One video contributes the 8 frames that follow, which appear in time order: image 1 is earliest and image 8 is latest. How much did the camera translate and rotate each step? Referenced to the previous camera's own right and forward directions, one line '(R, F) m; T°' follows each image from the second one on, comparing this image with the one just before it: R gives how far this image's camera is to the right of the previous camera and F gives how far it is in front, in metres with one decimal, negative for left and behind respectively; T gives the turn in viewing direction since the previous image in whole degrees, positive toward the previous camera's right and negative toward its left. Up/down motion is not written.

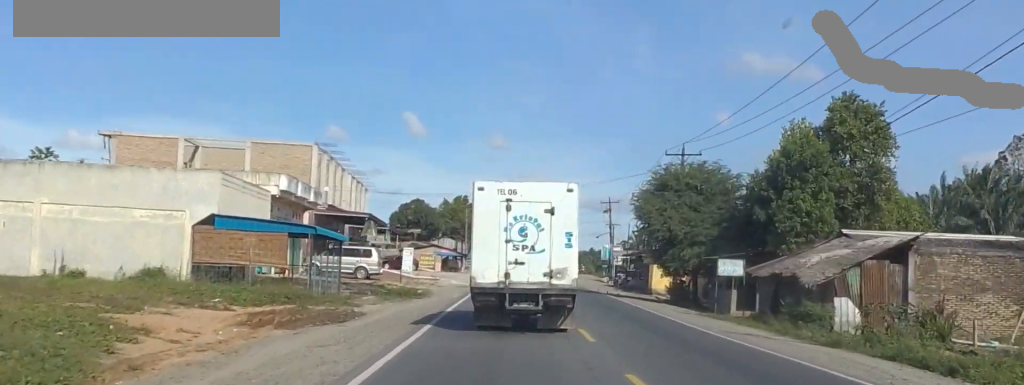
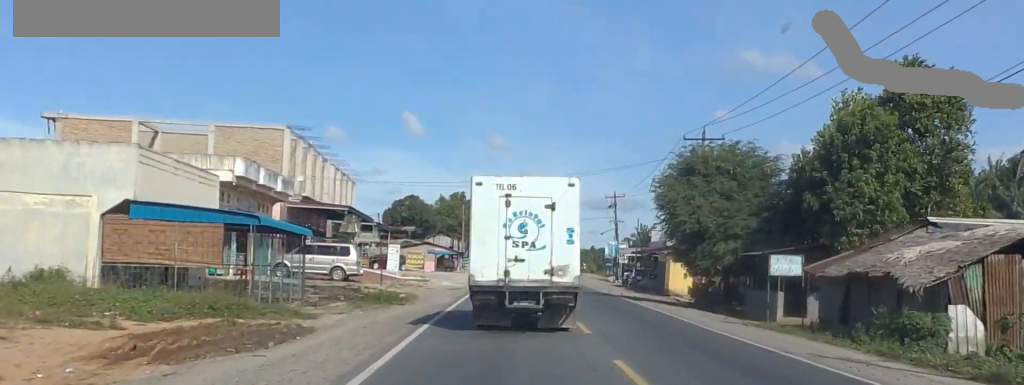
(0.0, +6.3) m; 0°
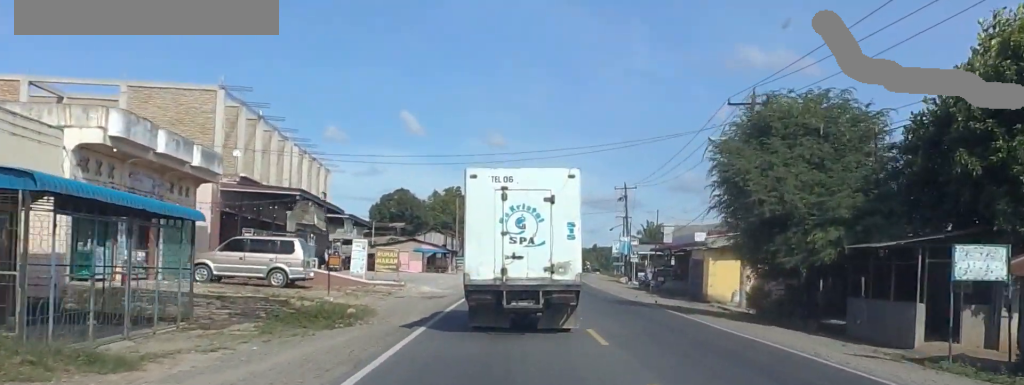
(0.0, +10.4) m; 0°
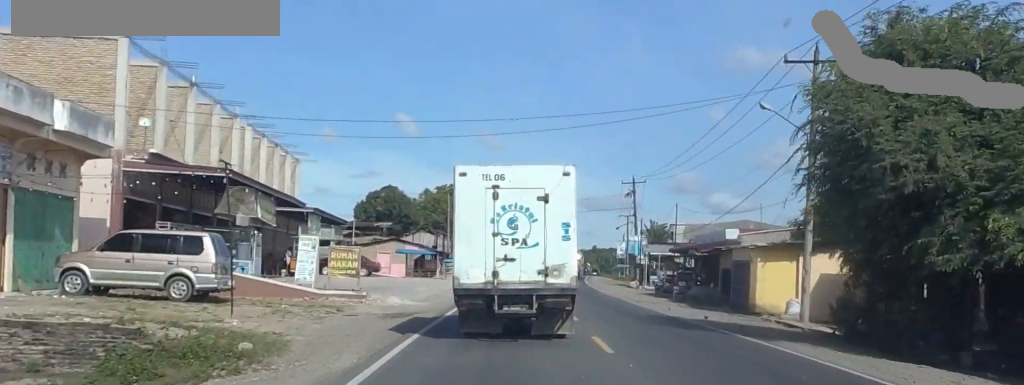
(0.0, +8.8) m; 0°
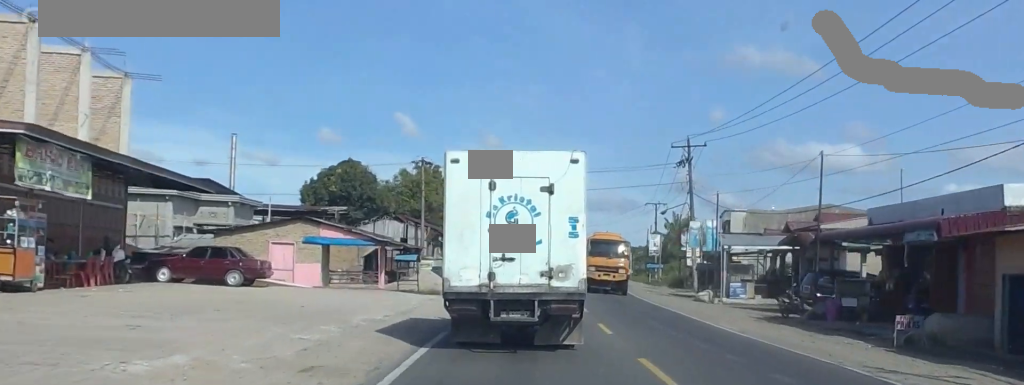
(0.0, +27.7) m; 0°
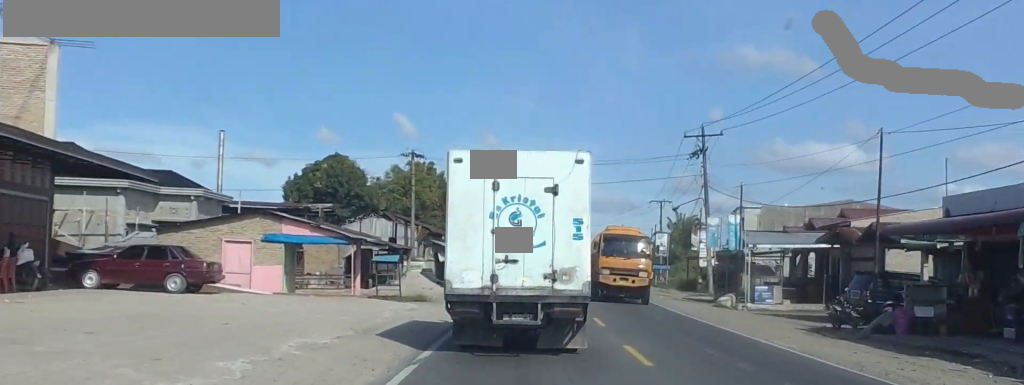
(0.0, +5.6) m; 0°
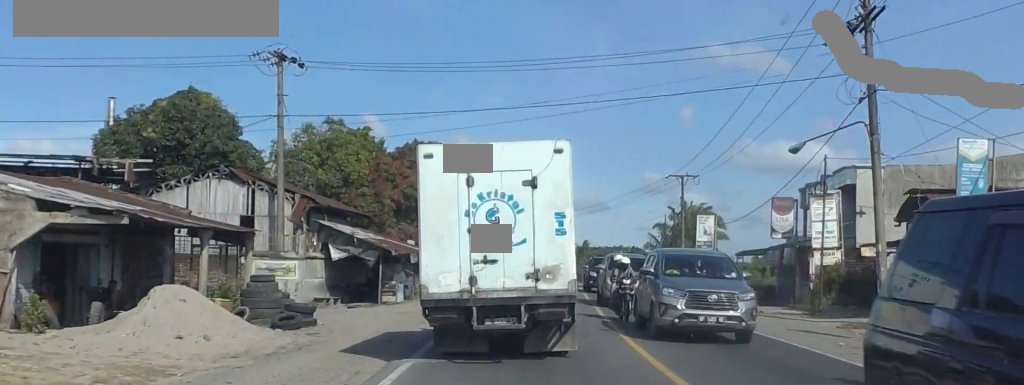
(+0.5, +30.8) m; +1°
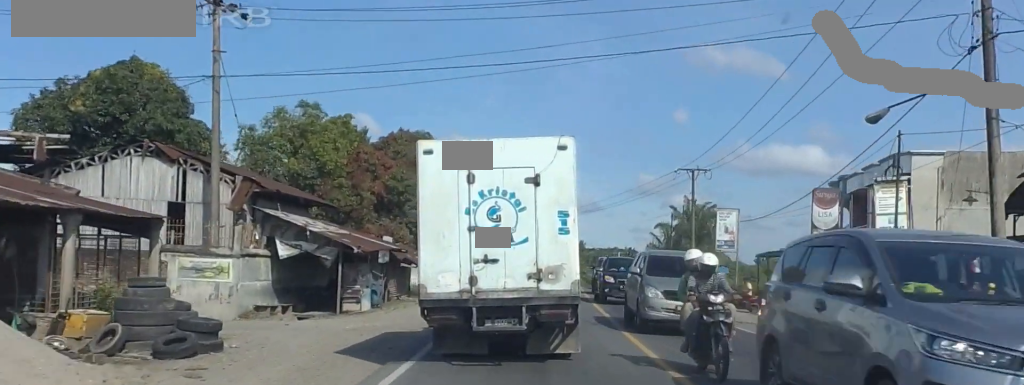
(0.0, +7.0) m; 0°
